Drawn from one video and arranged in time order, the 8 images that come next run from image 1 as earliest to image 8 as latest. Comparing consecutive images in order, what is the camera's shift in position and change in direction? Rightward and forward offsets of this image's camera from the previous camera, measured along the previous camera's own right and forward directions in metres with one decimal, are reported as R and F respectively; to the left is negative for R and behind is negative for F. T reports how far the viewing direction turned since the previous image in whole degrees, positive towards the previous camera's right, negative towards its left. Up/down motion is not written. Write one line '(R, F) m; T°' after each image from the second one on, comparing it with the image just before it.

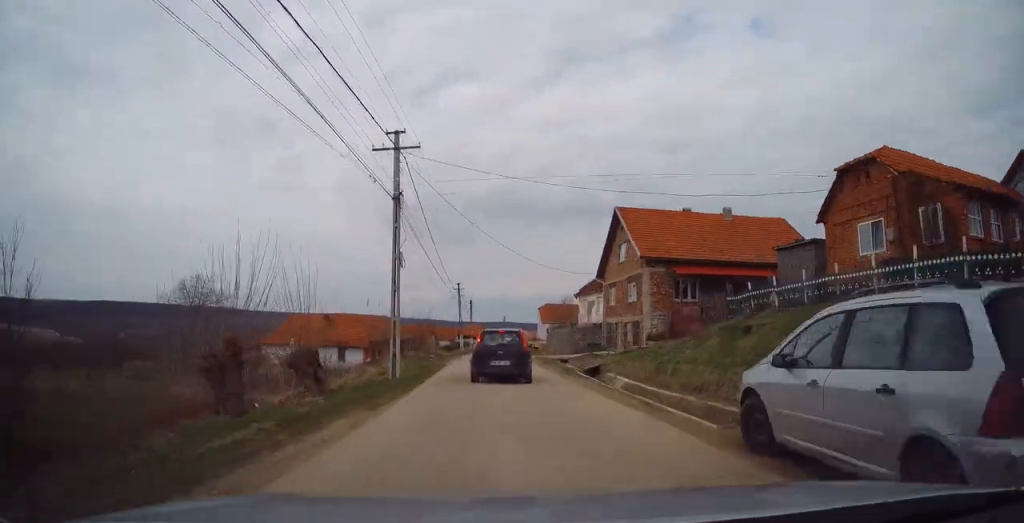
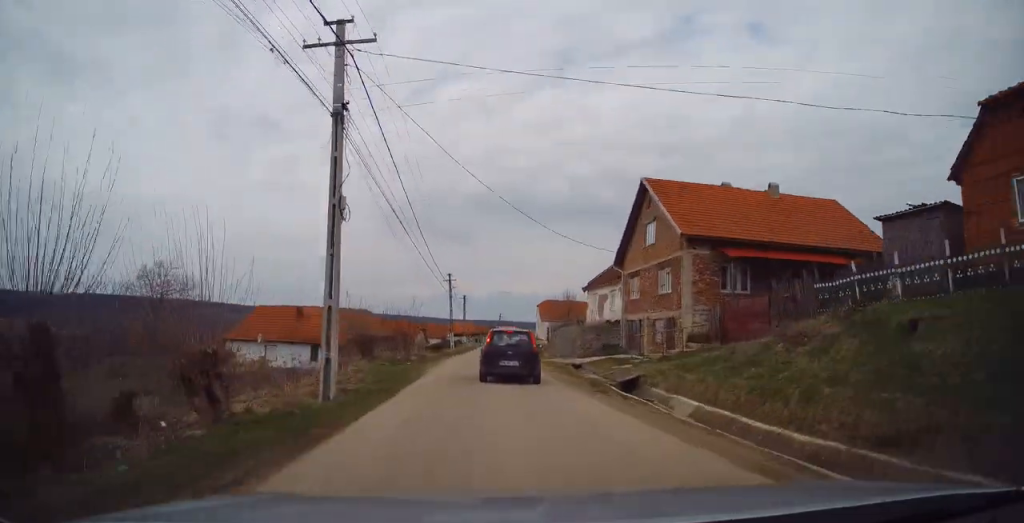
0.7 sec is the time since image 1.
(+0.1, +7.2) m; +1°
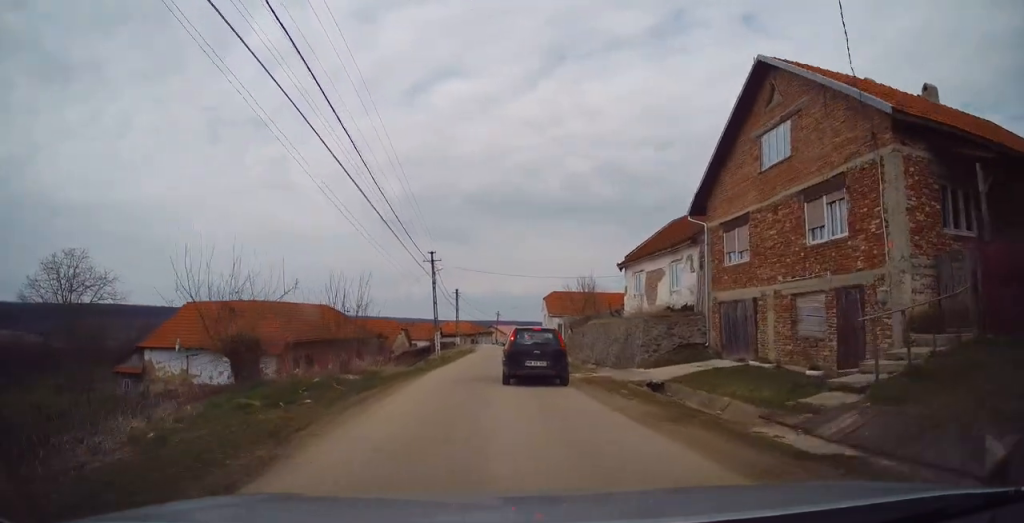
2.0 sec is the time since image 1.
(0.0, +13.6) m; -1°
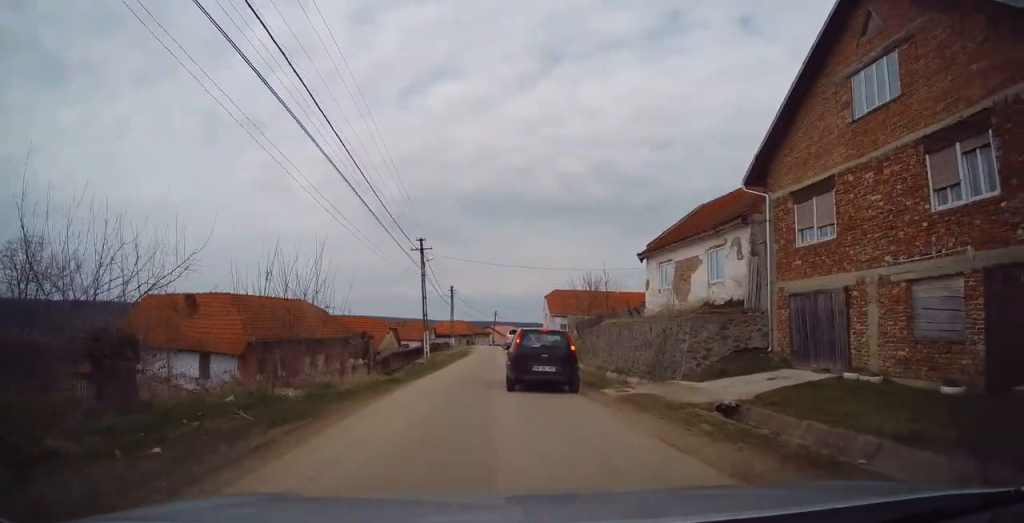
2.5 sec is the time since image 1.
(0.0, +5.0) m; -1°
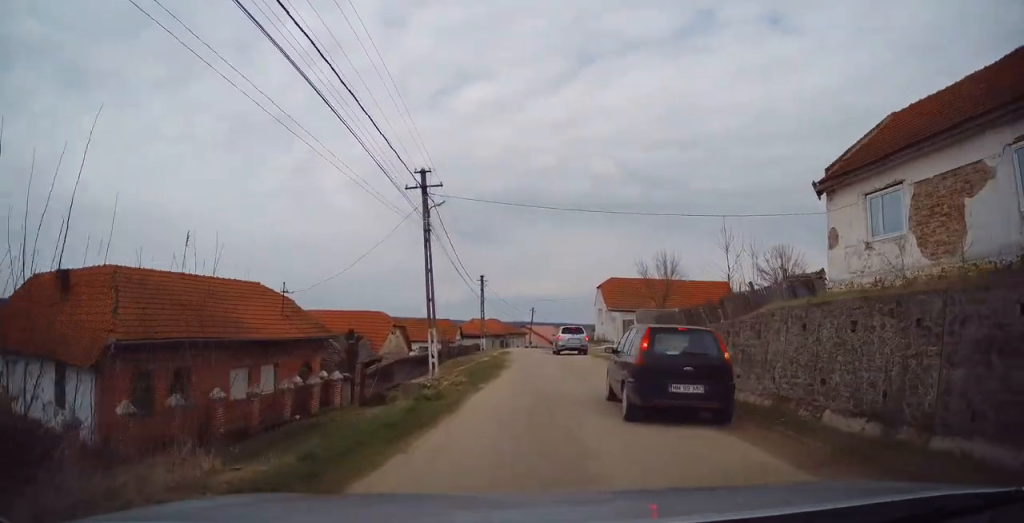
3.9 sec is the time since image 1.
(-0.2, +13.7) m; +1°
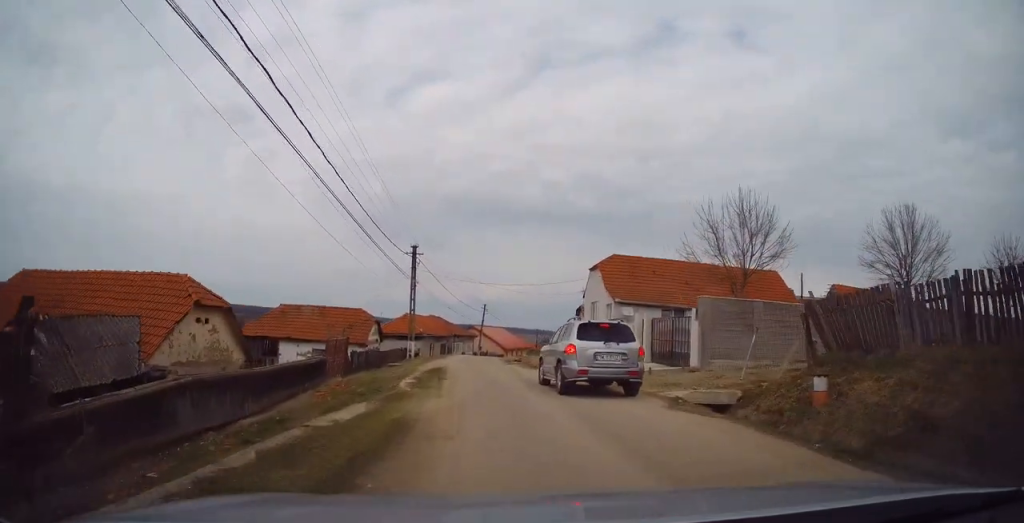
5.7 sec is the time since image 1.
(+0.6, +18.7) m; +2°
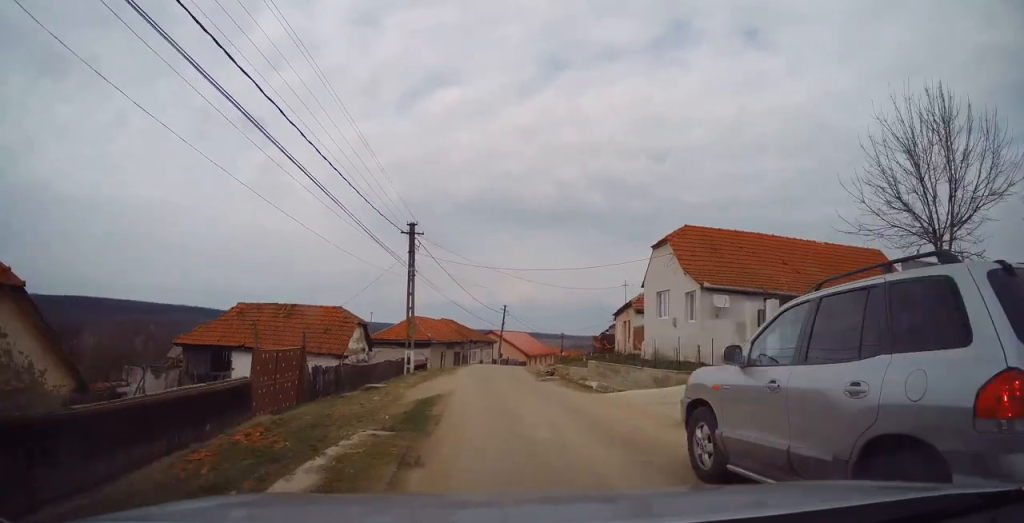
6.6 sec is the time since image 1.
(+0.1, +10.0) m; +1°
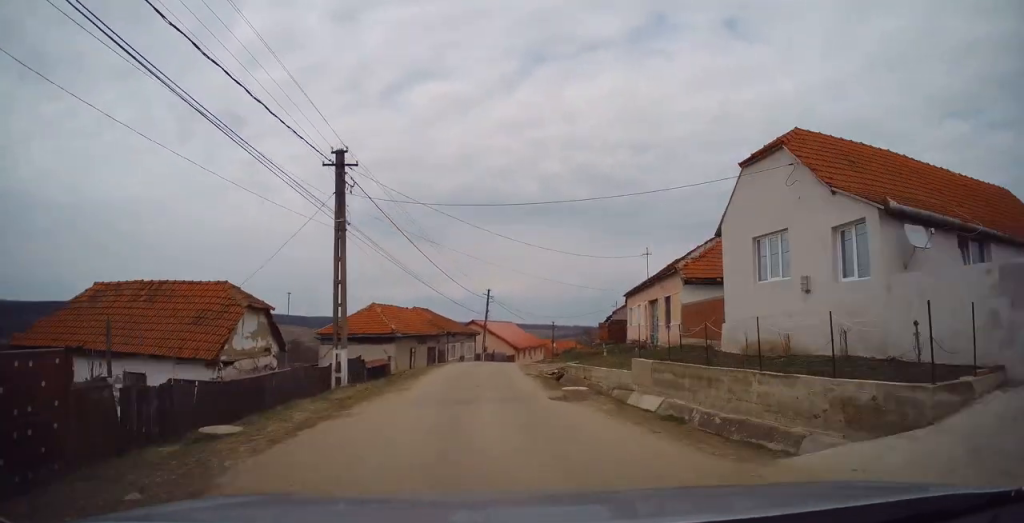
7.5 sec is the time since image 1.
(0.0, +10.8) m; 0°
